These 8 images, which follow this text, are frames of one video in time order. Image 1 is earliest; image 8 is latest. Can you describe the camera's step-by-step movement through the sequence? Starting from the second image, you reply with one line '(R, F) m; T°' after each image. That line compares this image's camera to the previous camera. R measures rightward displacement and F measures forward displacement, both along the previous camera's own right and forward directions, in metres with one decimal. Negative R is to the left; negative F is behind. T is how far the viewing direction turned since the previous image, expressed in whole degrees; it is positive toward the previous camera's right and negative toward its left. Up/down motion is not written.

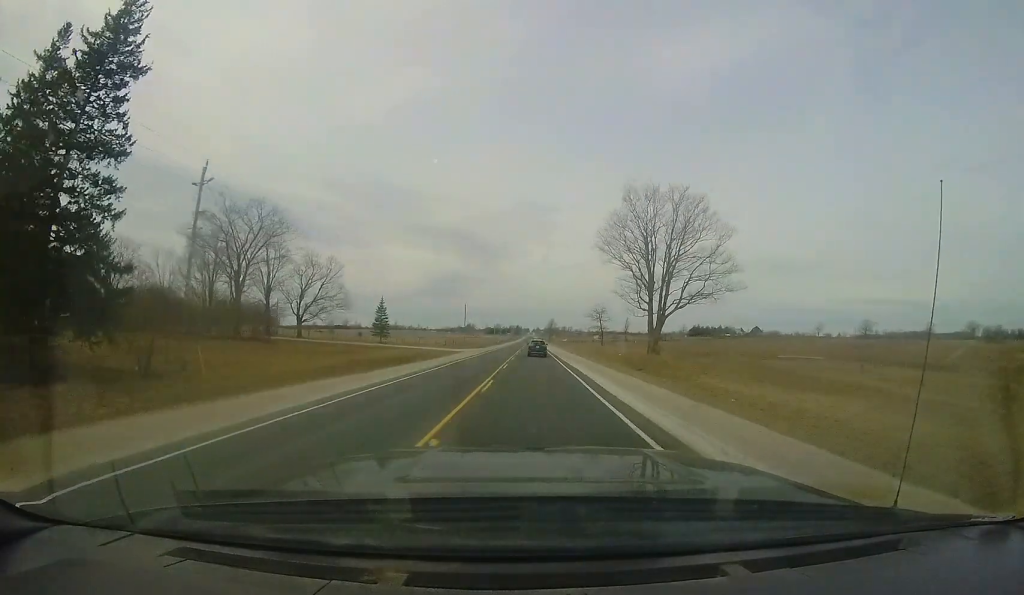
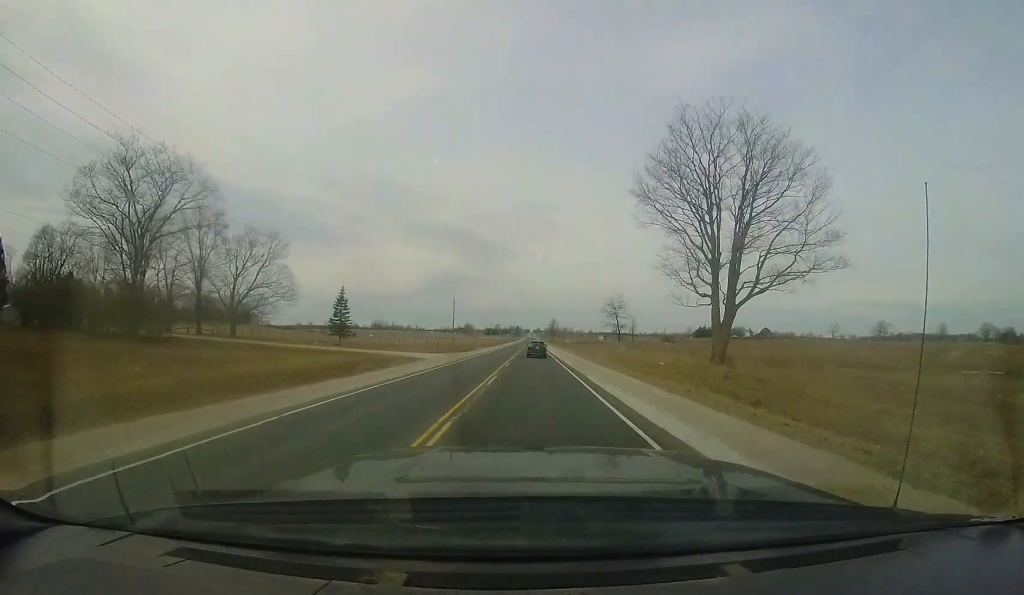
(-0.3, +16.3) m; 0°
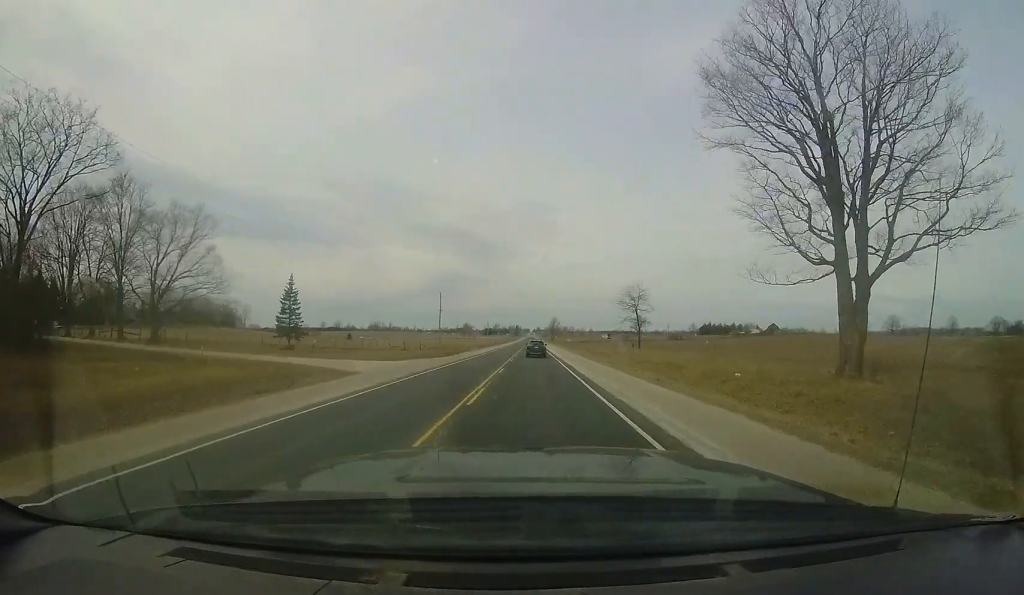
(-0.4, +13.2) m; 0°
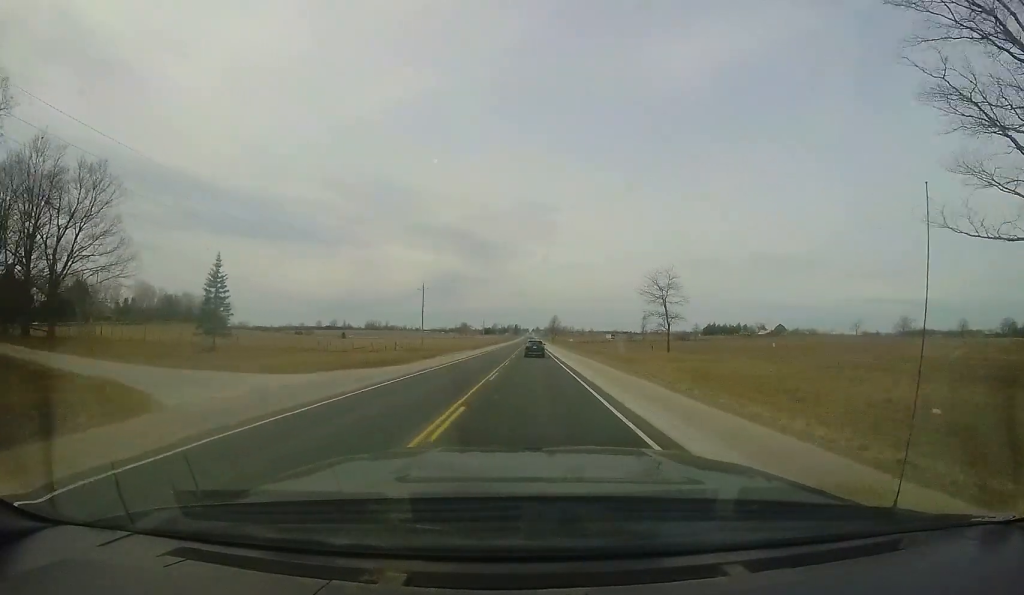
(+0.3, +12.3) m; 0°
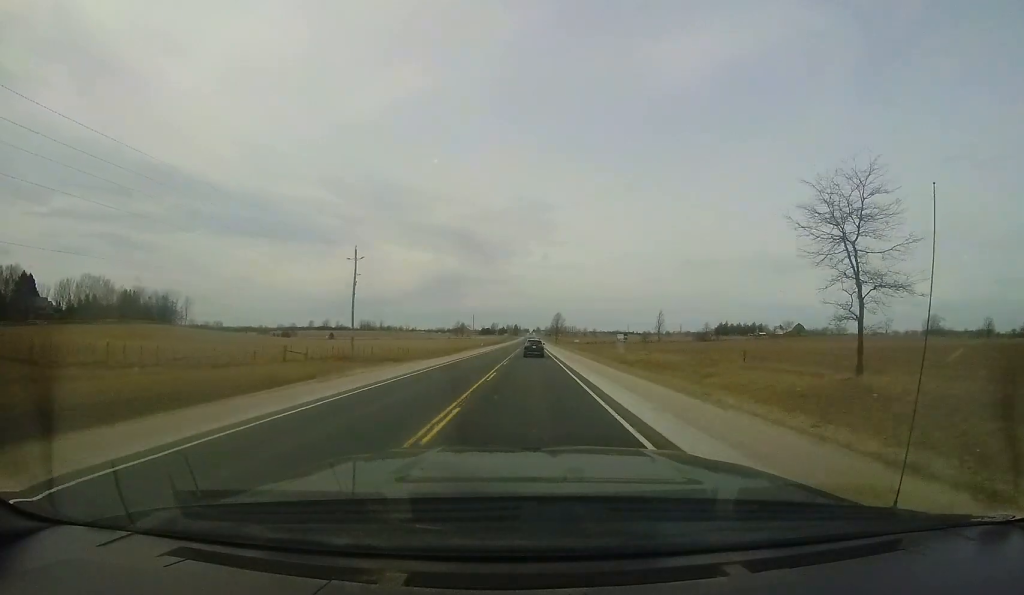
(0.0, +27.0) m; 0°
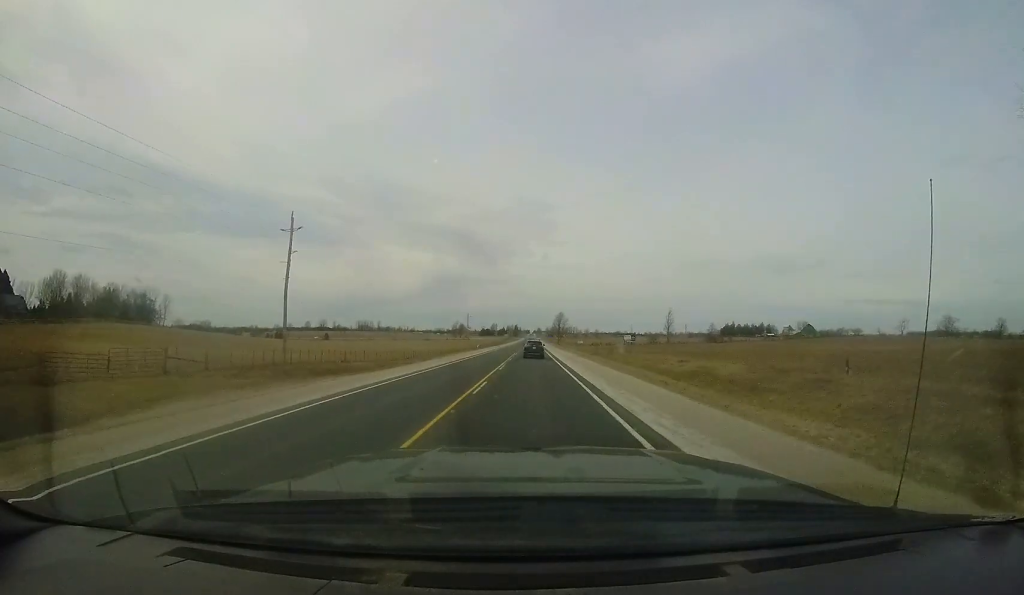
(0.0, +12.3) m; 0°
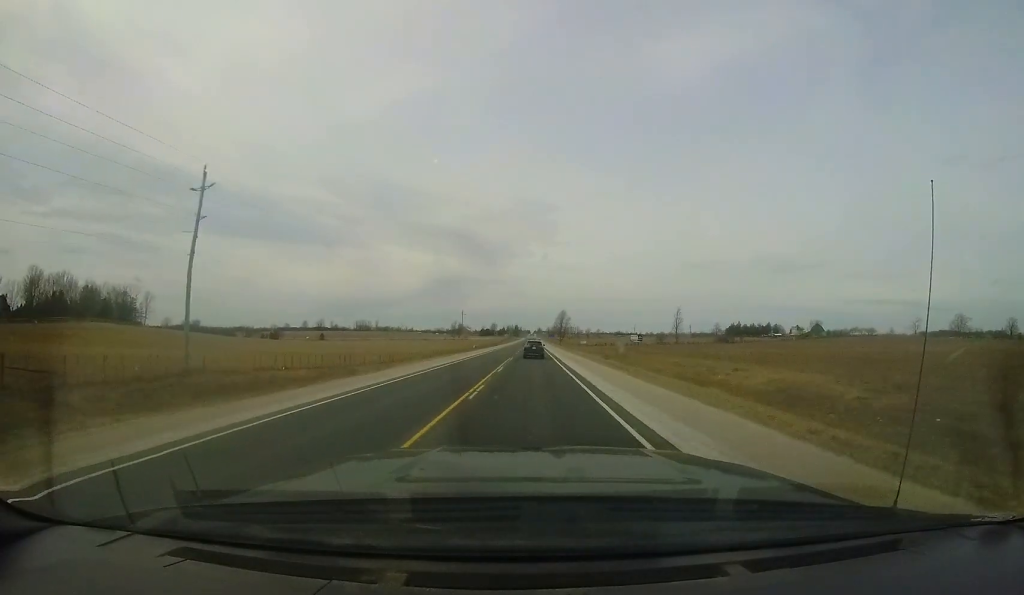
(+0.2, +10.0) m; 0°
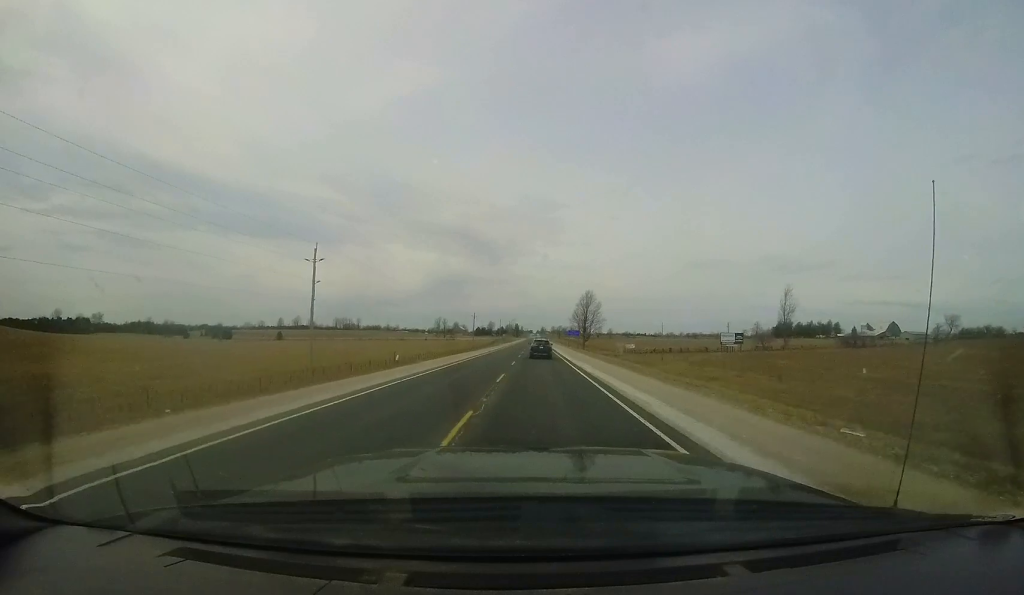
(-1.6, +73.7) m; -1°
